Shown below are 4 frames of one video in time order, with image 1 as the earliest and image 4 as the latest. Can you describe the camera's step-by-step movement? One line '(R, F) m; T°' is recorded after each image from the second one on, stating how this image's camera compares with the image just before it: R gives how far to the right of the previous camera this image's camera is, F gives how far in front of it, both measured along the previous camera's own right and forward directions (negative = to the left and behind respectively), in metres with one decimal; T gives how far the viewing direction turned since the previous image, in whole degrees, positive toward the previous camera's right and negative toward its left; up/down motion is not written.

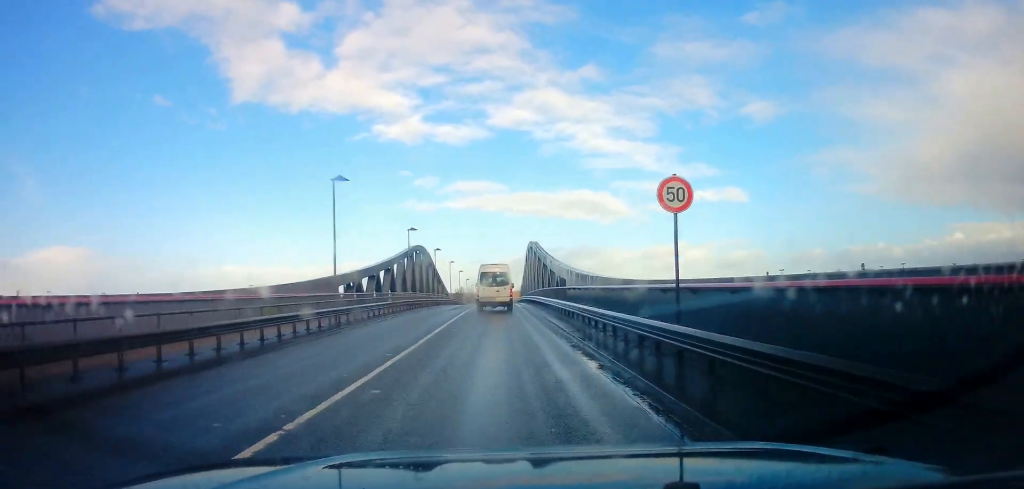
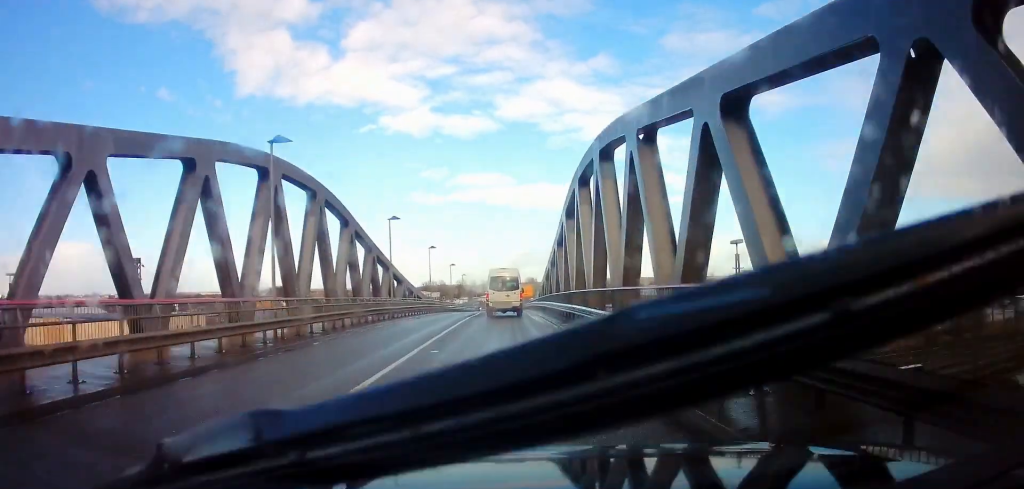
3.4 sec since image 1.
(-0.2, +44.6) m; 0°
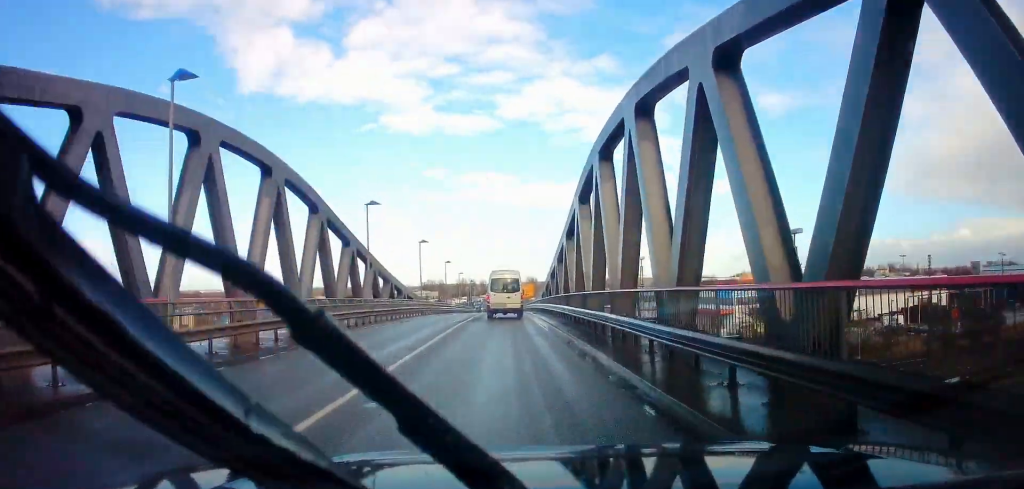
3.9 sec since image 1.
(0.0, +5.8) m; +1°
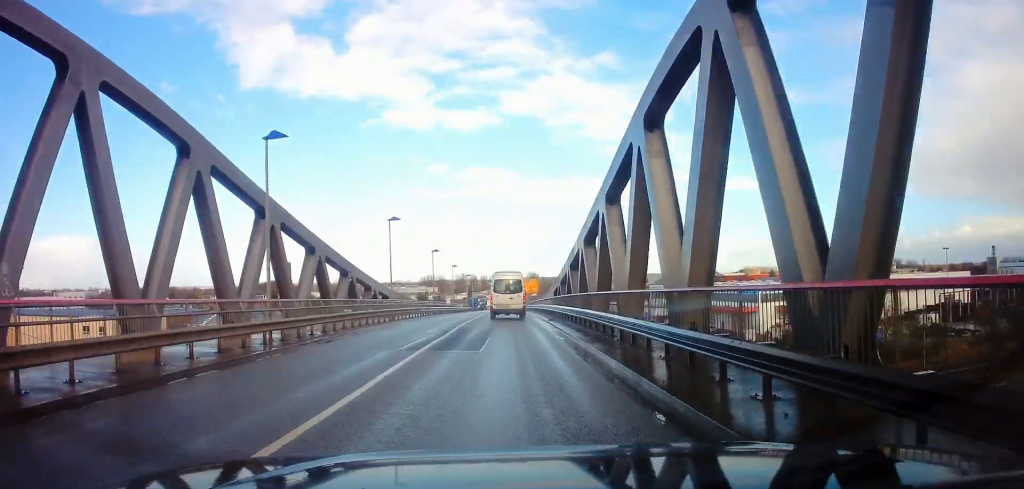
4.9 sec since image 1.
(+0.2, +12.6) m; -1°
